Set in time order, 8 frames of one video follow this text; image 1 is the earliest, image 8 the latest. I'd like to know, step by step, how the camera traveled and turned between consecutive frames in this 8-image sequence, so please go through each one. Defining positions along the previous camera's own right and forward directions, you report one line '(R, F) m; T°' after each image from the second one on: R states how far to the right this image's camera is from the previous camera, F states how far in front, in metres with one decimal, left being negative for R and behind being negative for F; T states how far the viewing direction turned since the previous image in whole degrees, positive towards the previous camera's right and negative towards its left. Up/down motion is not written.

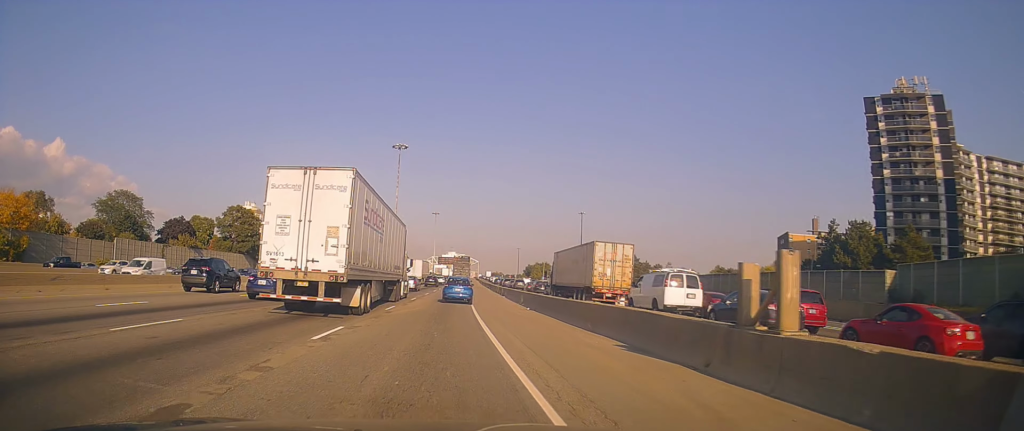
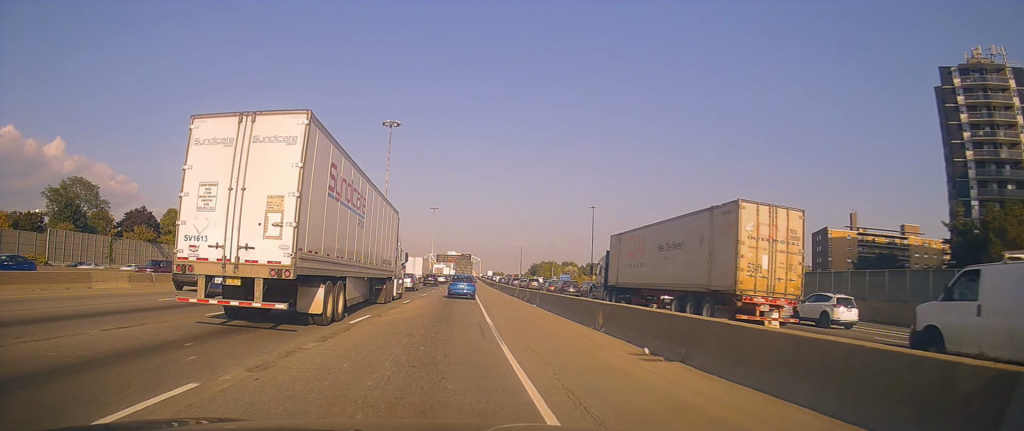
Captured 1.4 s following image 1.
(-1.0, +19.8) m; -4°
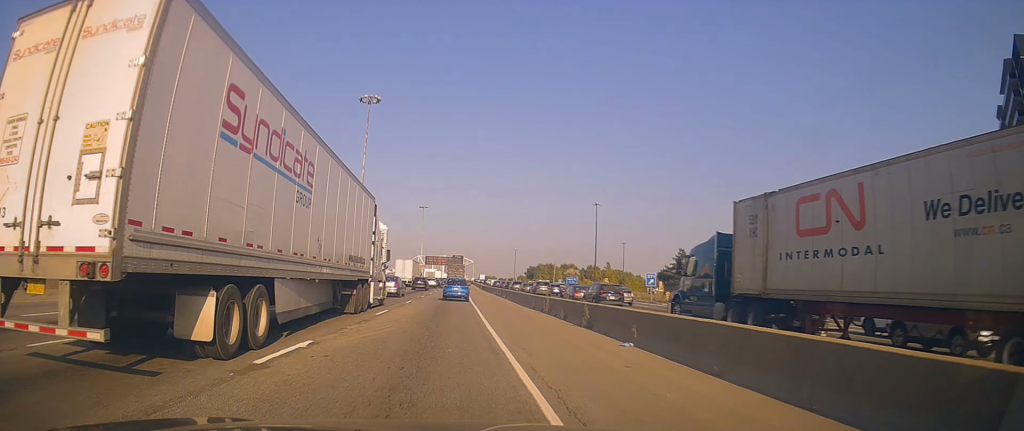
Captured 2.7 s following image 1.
(+0.1, +18.9) m; +3°
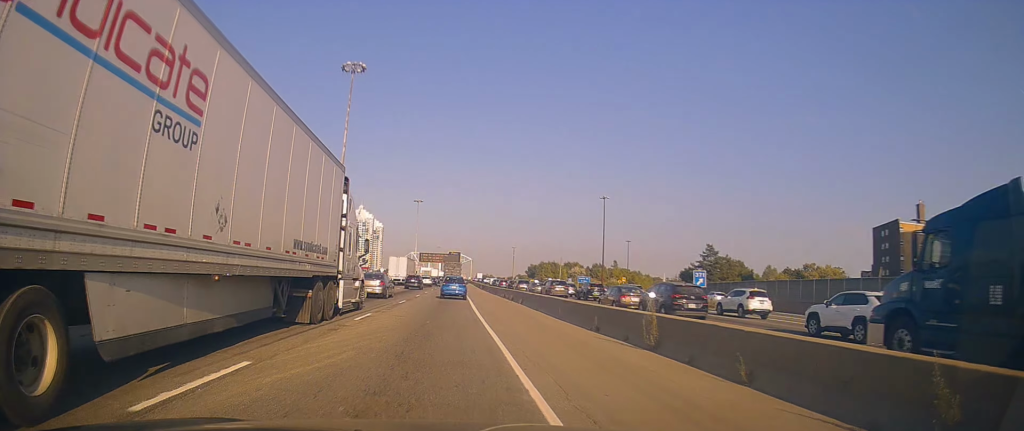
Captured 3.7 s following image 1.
(+0.5, +14.4) m; +2°
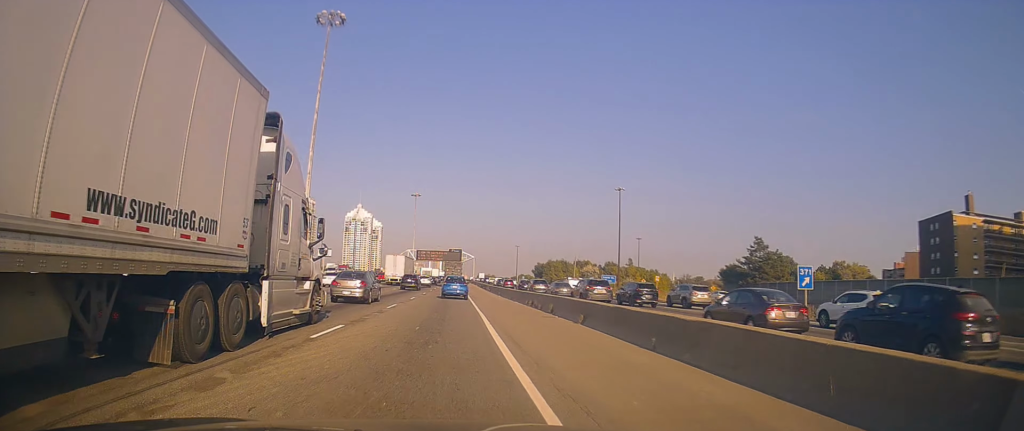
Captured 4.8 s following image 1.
(-0.1, +17.2) m; -1°
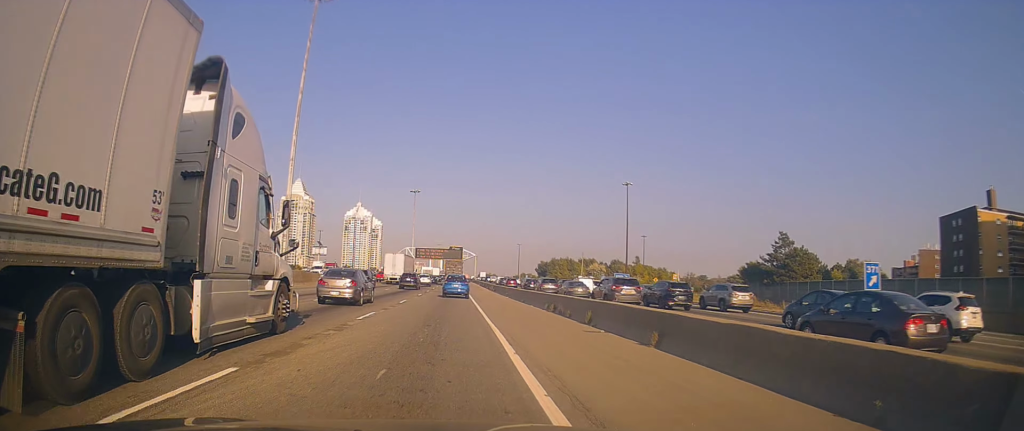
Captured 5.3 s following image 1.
(-0.1, +7.1) m; 0°
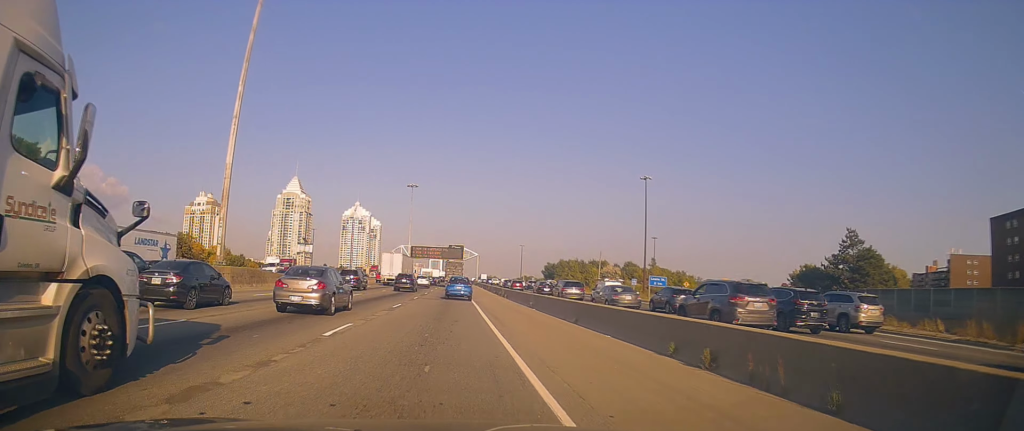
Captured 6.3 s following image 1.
(+0.1, +15.9) m; +1°
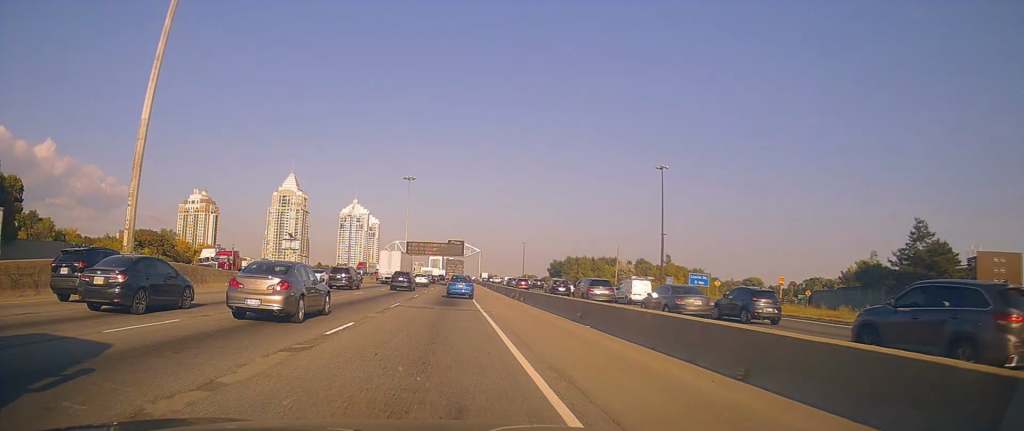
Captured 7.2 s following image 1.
(+0.3, +12.5) m; -1°
